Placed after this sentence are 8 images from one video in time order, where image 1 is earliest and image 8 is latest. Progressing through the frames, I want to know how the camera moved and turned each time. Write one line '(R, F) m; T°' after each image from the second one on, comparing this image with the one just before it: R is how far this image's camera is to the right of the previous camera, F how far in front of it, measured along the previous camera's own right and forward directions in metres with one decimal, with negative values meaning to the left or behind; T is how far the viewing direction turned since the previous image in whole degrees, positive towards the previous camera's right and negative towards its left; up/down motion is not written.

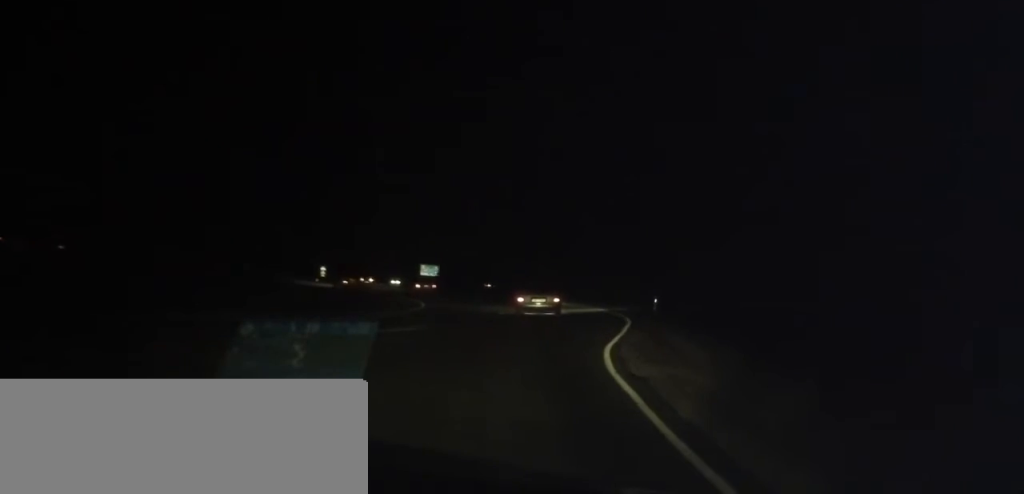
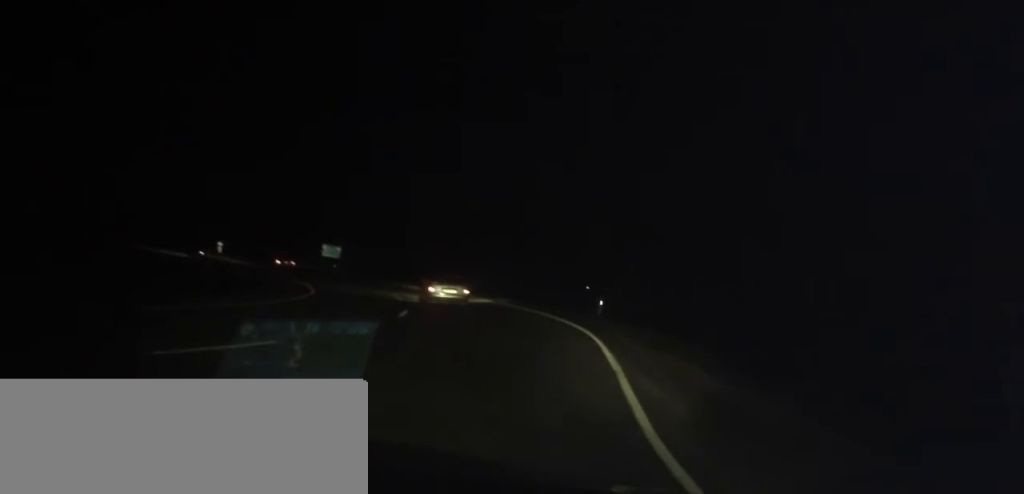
(+0.4, +7.8) m; +7°
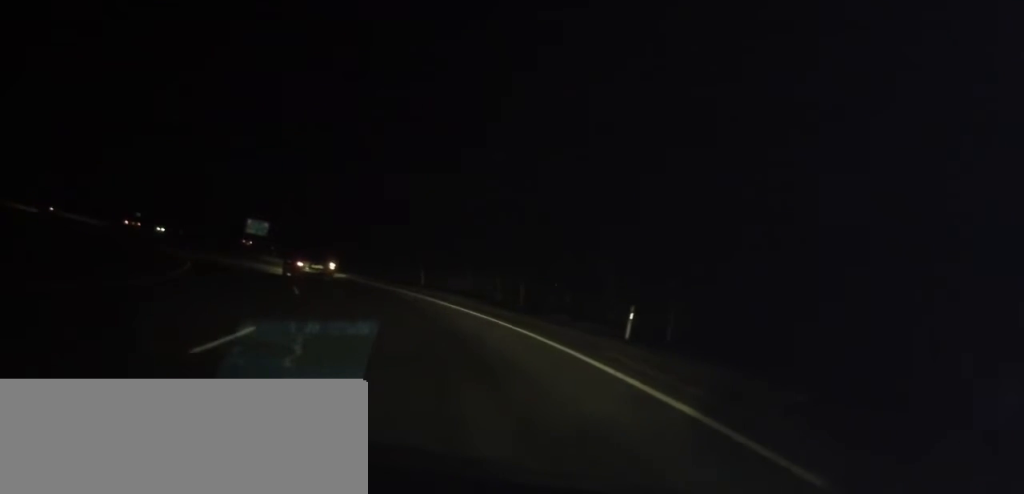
(+1.3, +11.5) m; +12°
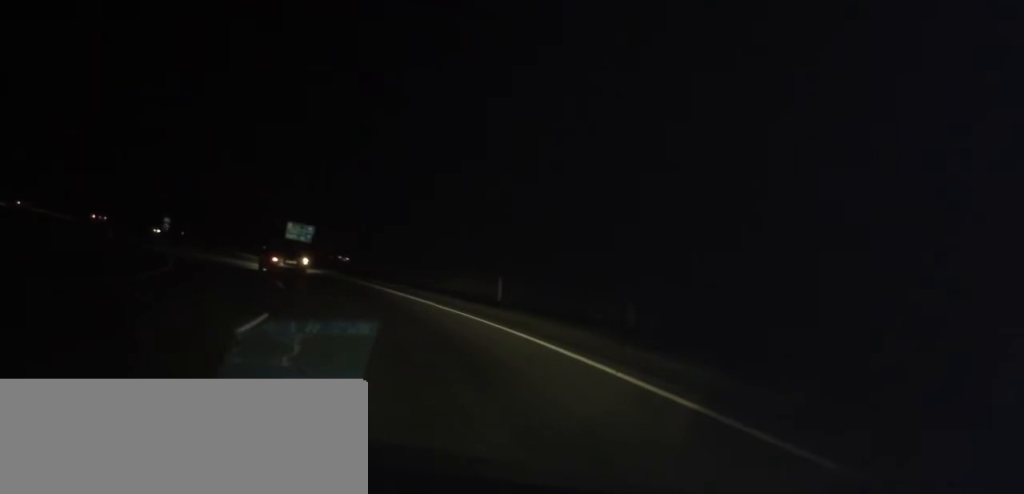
(+0.6, +9.6) m; +9°
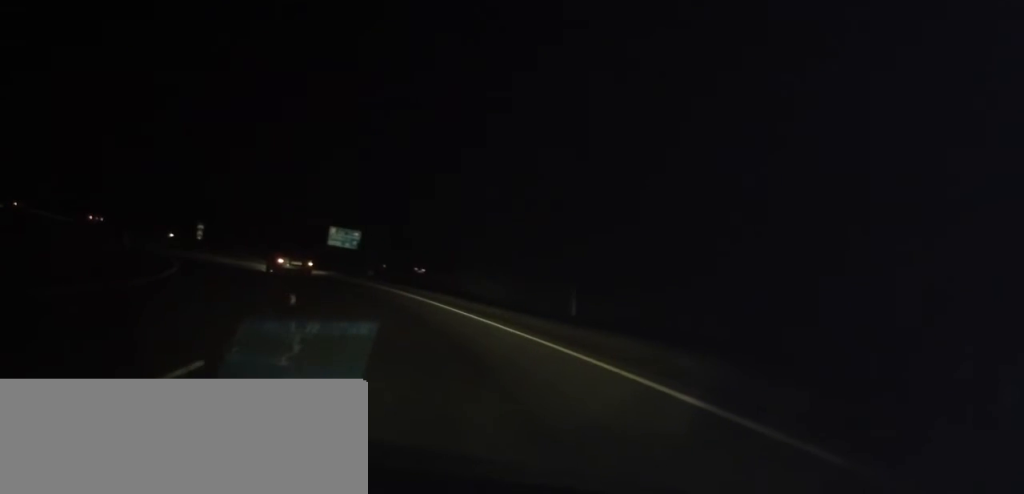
(+0.1, +5.3) m; +3°
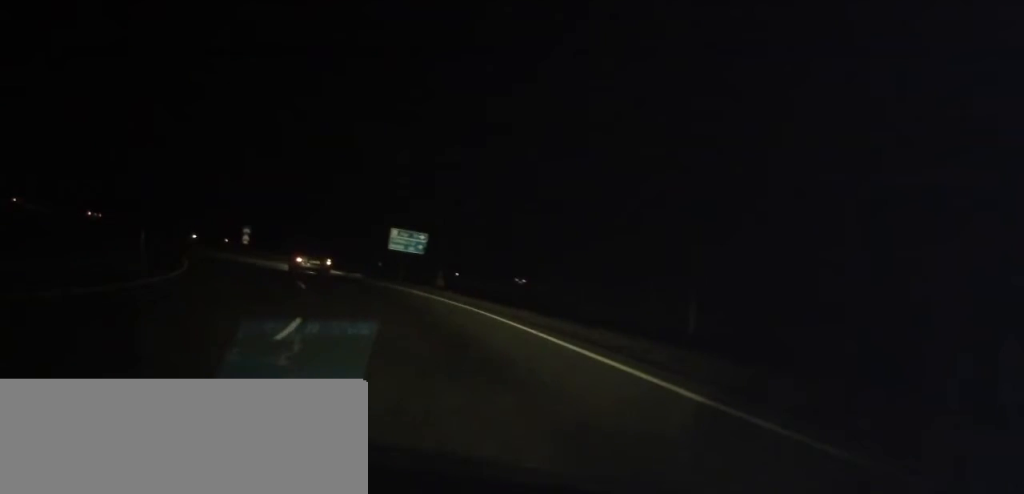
(+0.7, +6.7) m; -1°
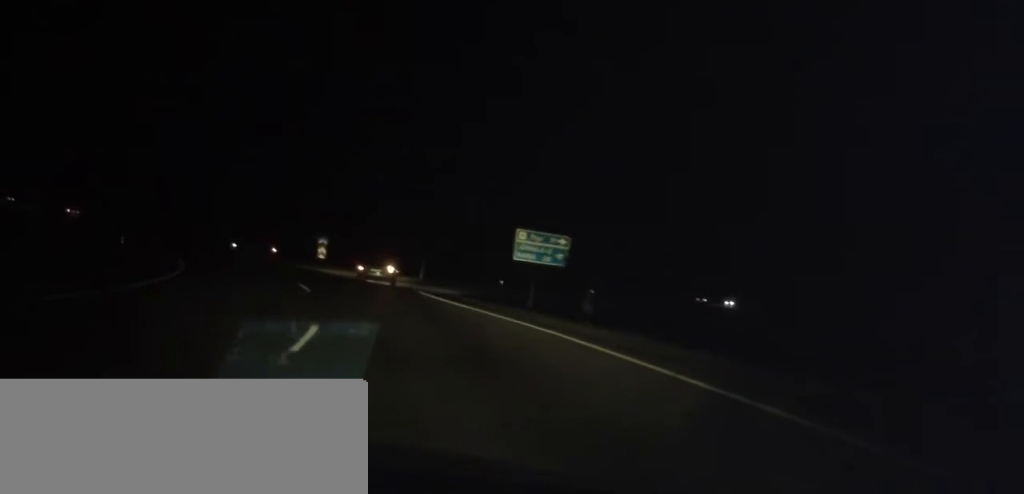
(-1.3, +12.9) m; -14°
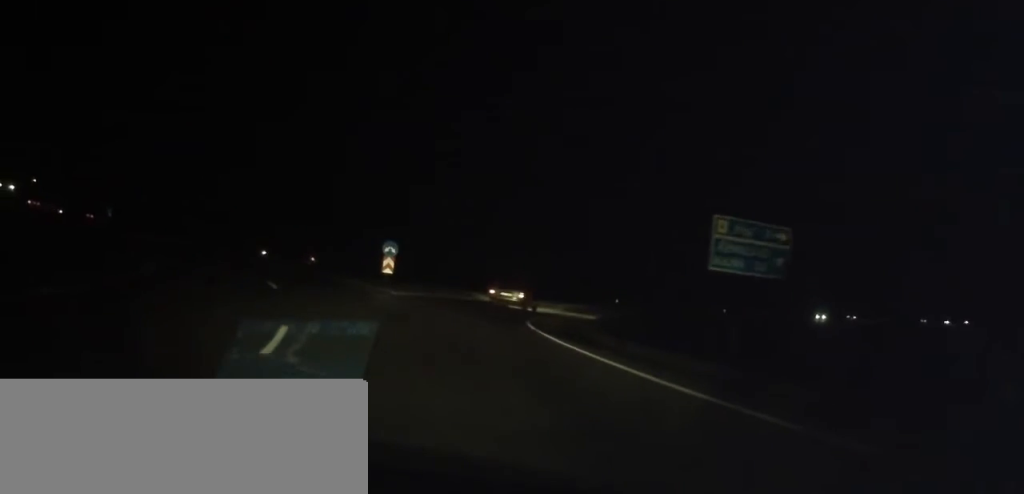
(-1.6, +12.9) m; -14°
